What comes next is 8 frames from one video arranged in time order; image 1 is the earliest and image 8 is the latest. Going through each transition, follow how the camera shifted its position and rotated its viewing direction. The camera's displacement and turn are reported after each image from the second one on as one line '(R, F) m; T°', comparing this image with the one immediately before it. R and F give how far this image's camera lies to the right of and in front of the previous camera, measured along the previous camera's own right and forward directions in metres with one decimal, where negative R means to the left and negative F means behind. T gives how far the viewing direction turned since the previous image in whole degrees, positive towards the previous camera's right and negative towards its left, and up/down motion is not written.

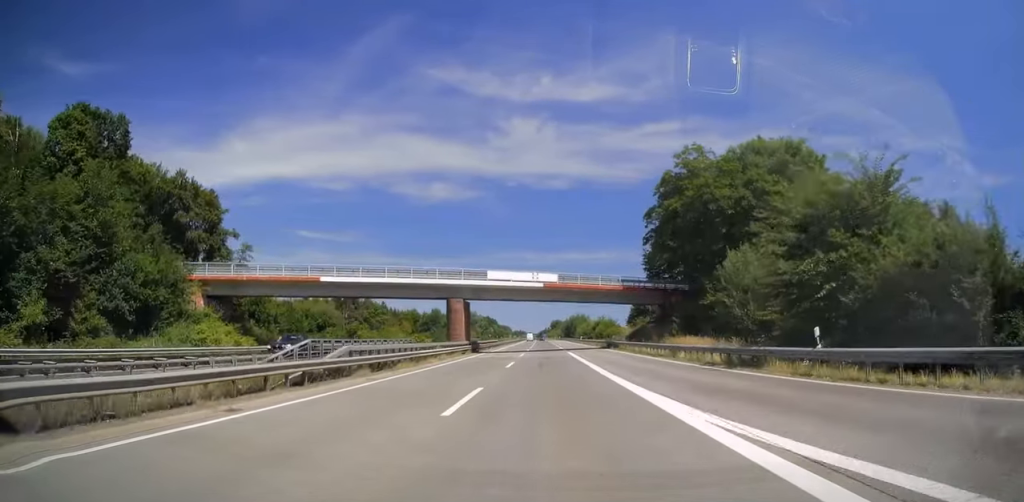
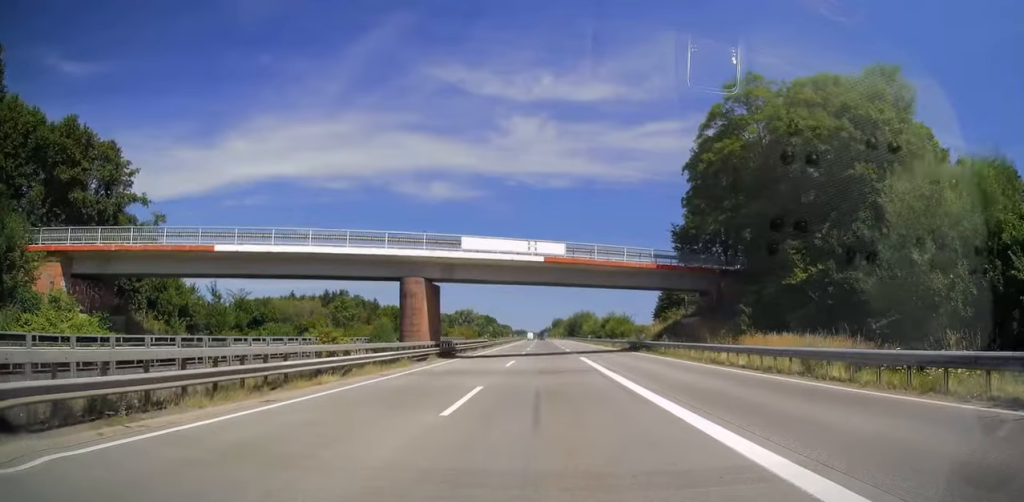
(+0.1, +18.2) m; 0°
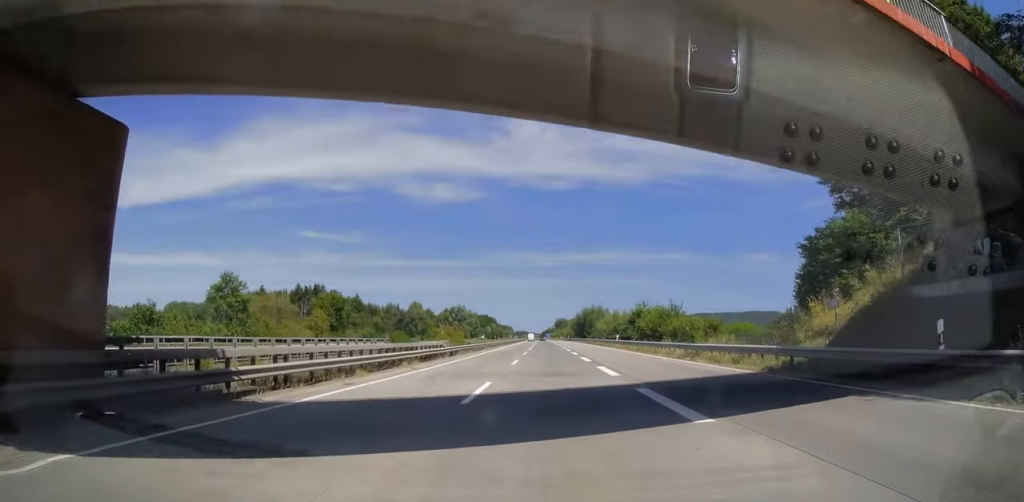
(-0.4, +34.5) m; 0°
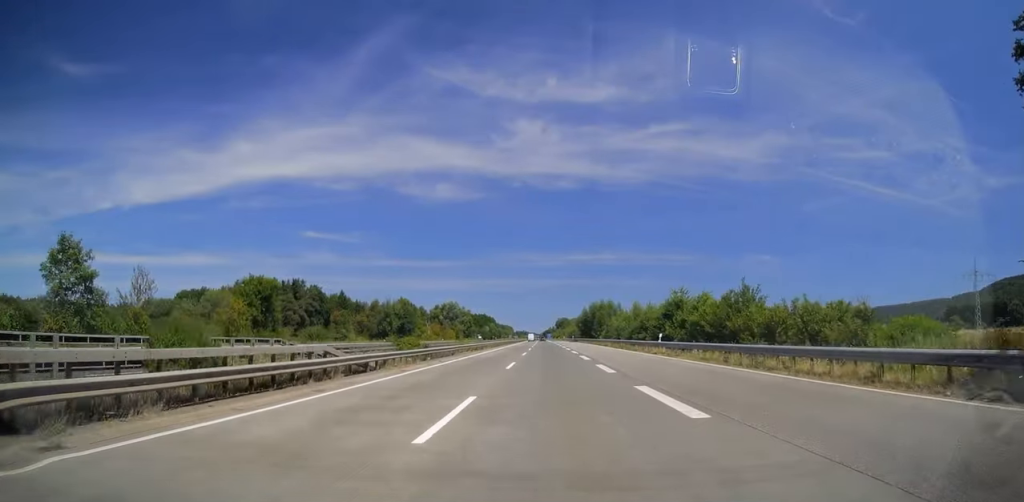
(+0.4, +22.8) m; 0°
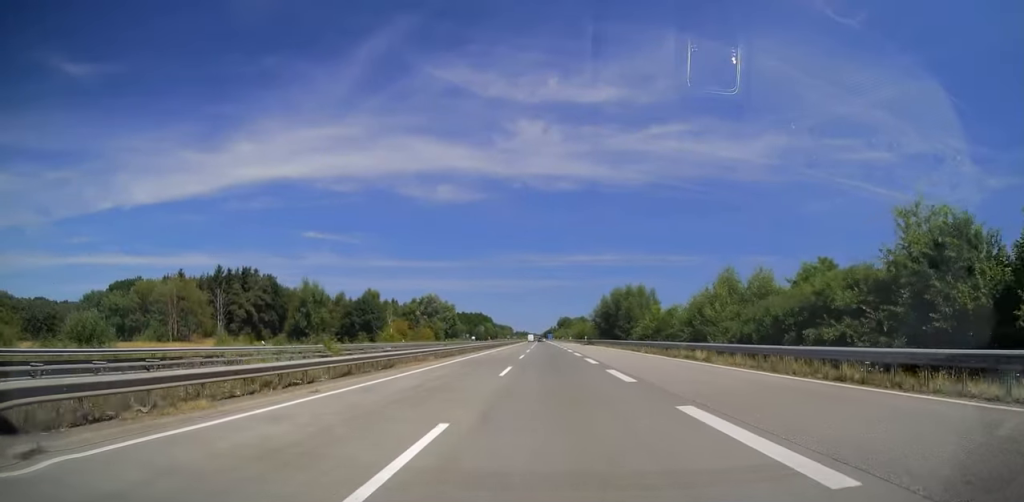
(-0.3, +40.7) m; 0°
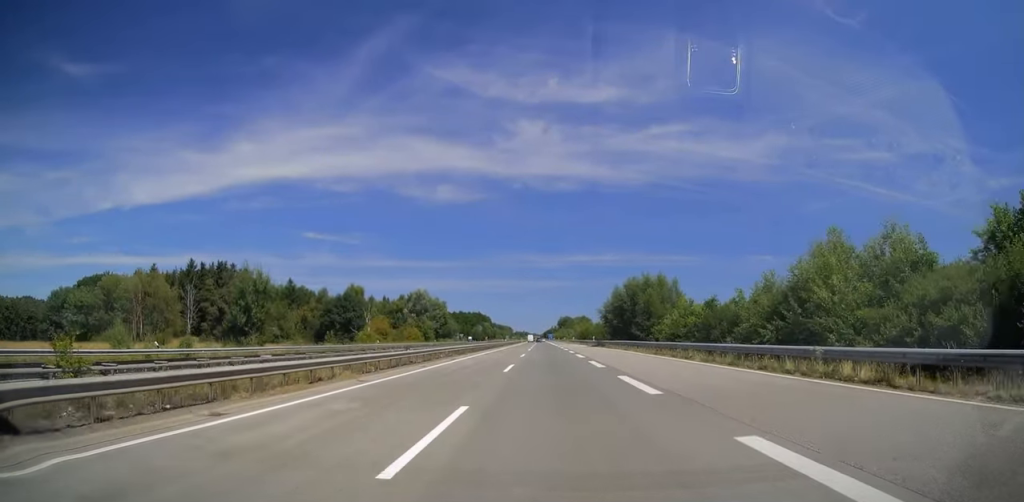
(+0.2, +15.6) m; 0°
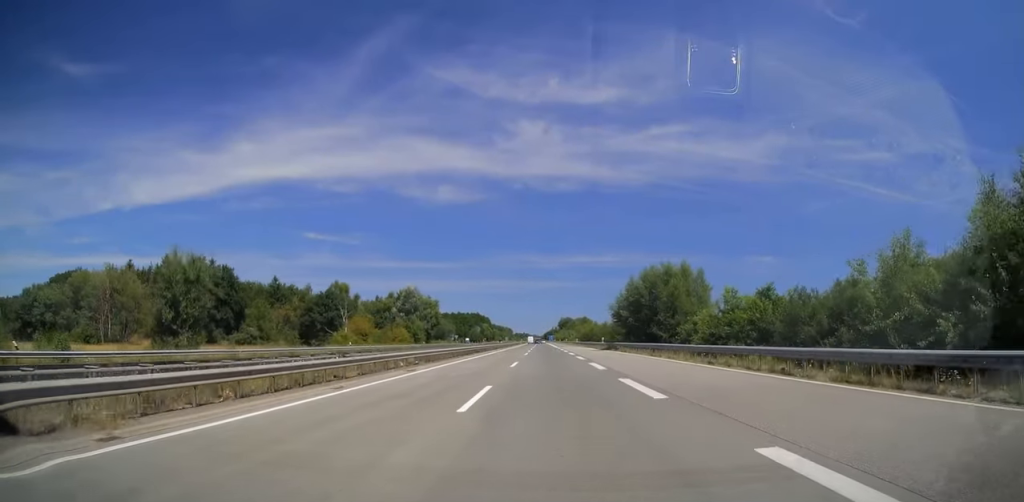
(+0.1, +12.6) m; 0°
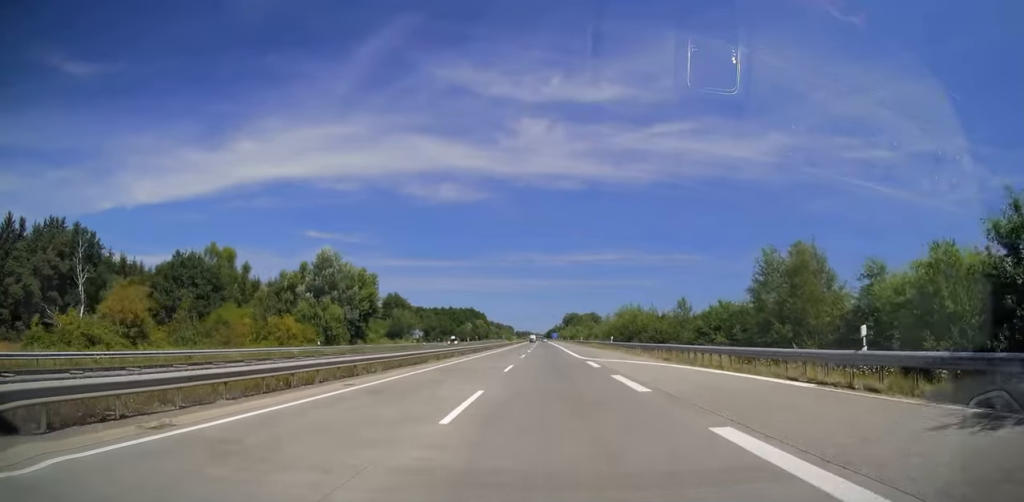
(-0.1, +58.4) m; 0°
